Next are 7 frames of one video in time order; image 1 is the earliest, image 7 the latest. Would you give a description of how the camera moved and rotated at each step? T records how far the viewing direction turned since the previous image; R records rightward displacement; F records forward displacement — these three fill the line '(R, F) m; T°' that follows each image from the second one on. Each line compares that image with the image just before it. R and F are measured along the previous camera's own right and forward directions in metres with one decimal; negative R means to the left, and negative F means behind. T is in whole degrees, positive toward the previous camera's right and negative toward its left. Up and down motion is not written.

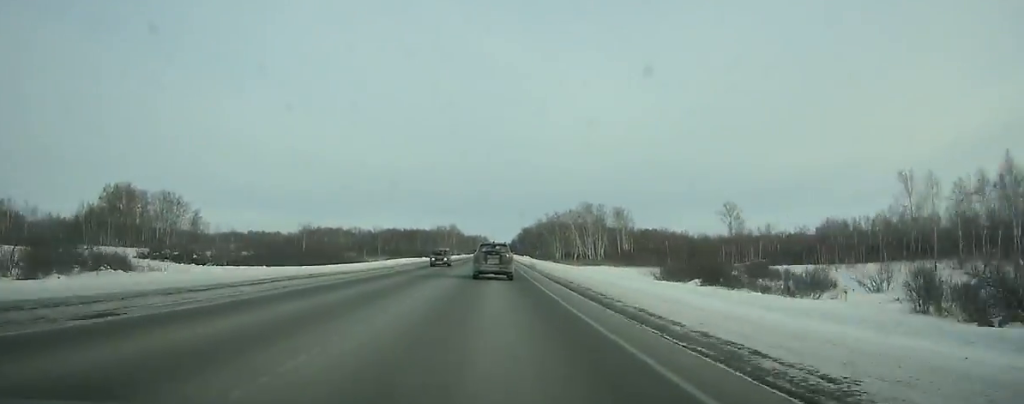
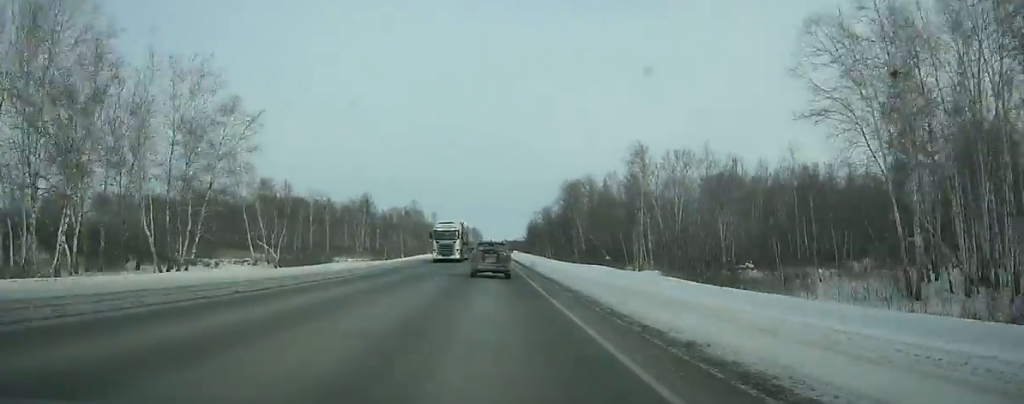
(+2.1, +304.7) m; 0°
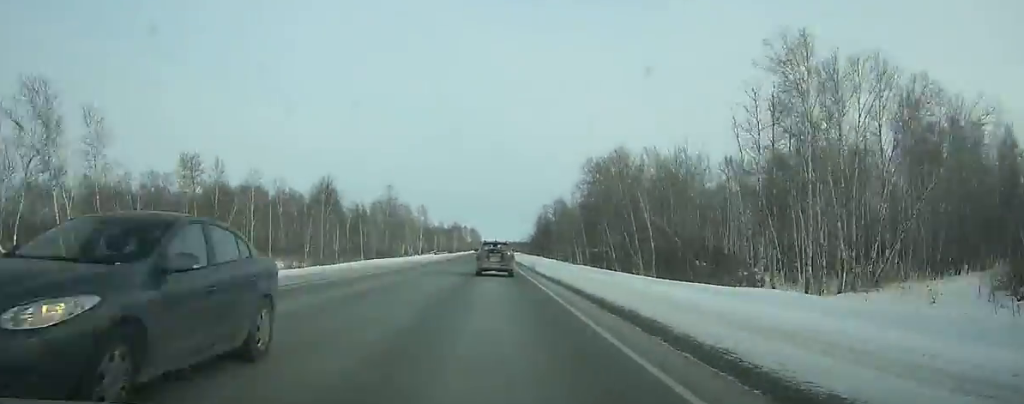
(-0.1, +43.5) m; 0°
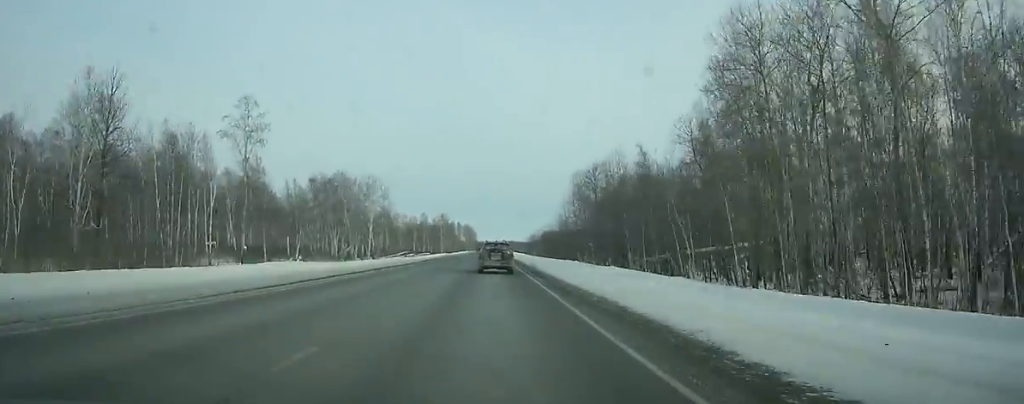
(+0.2, +82.4) m; 0°
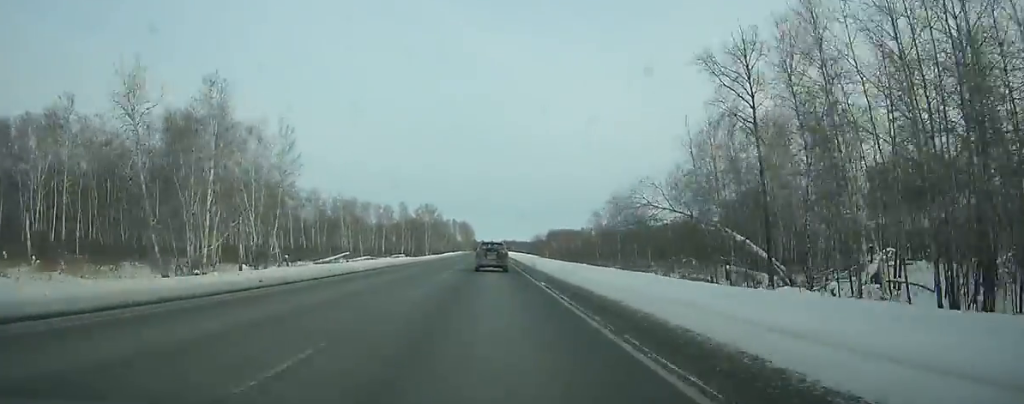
(0.0, +73.0) m; 0°
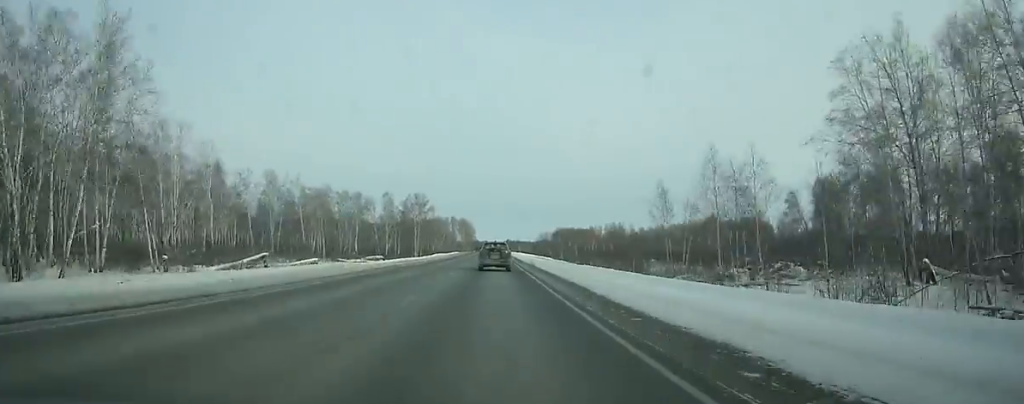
(0.0, +39.6) m; 0°
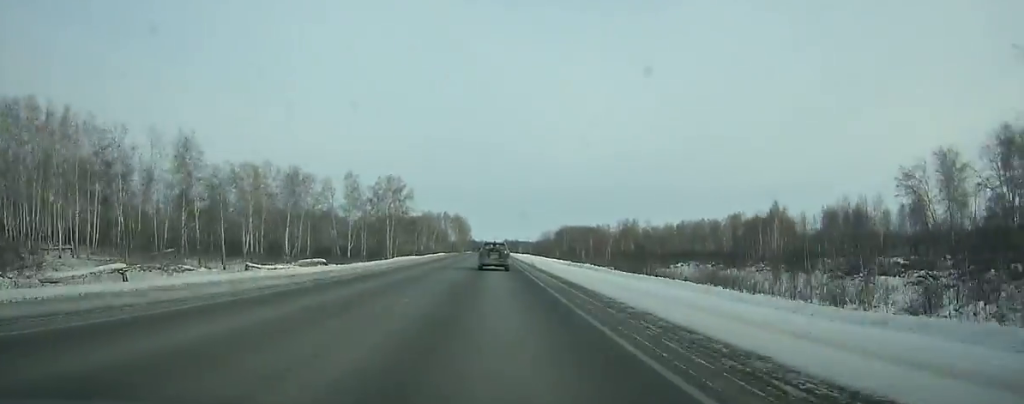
(0.0, +47.8) m; 0°
